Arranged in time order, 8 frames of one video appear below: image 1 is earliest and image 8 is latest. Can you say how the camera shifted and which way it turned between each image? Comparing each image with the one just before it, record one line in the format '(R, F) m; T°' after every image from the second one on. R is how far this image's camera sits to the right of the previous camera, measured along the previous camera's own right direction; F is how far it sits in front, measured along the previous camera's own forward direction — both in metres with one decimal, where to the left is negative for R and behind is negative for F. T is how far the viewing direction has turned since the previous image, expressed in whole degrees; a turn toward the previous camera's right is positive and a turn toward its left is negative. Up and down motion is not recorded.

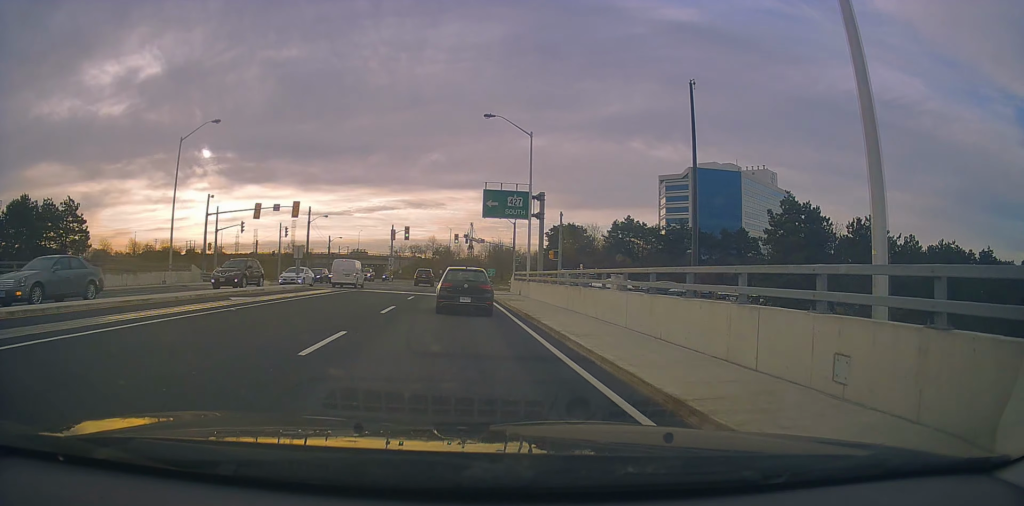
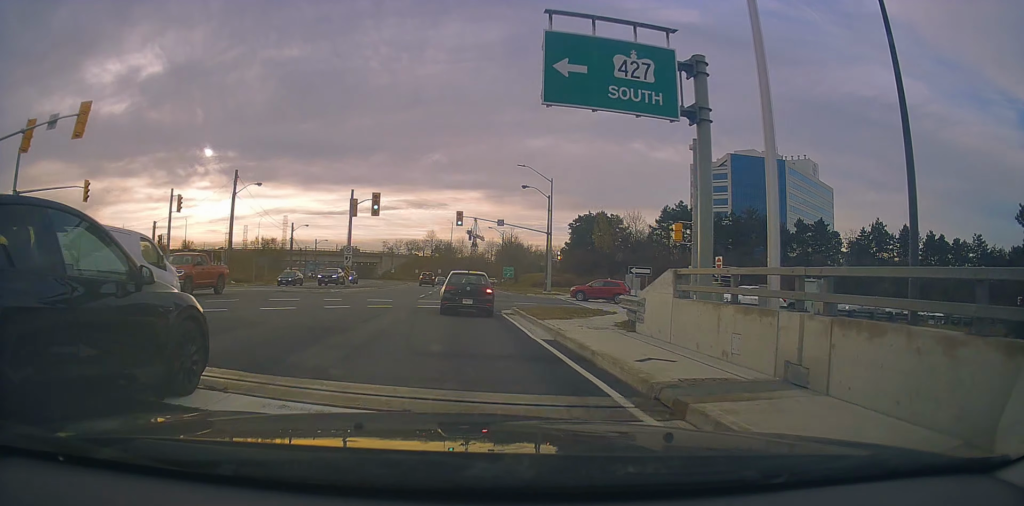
(-0.4, +28.0) m; -1°
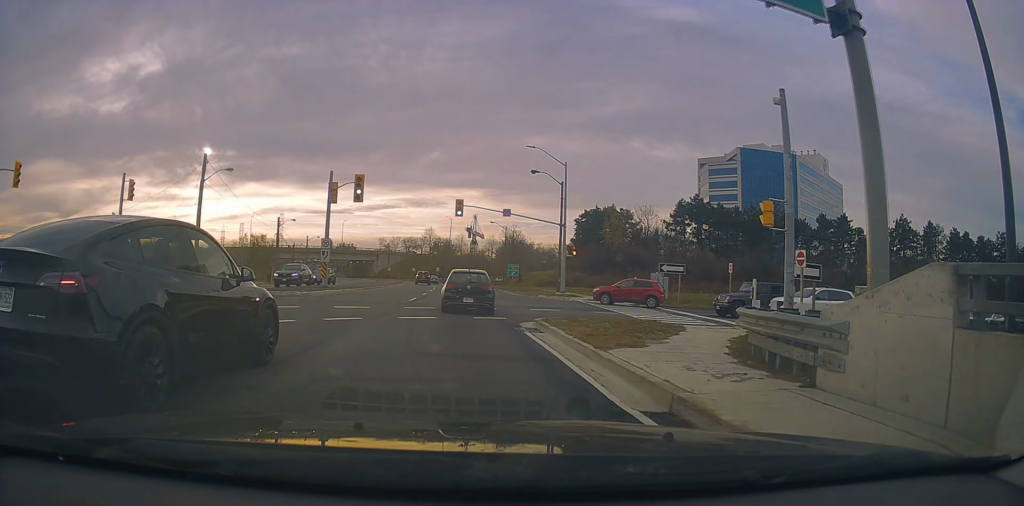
(-0.2, +6.4) m; 0°
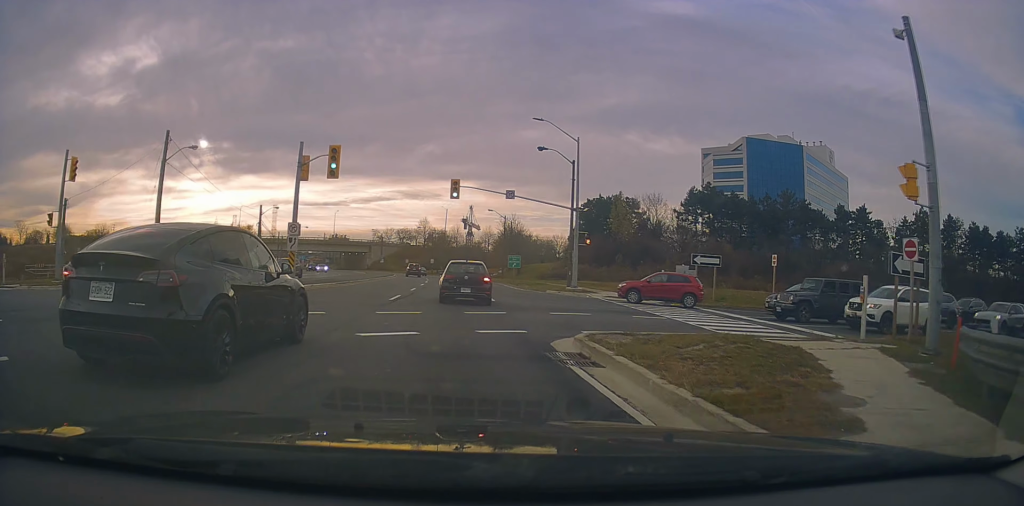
(+0.2, +5.8) m; +1°
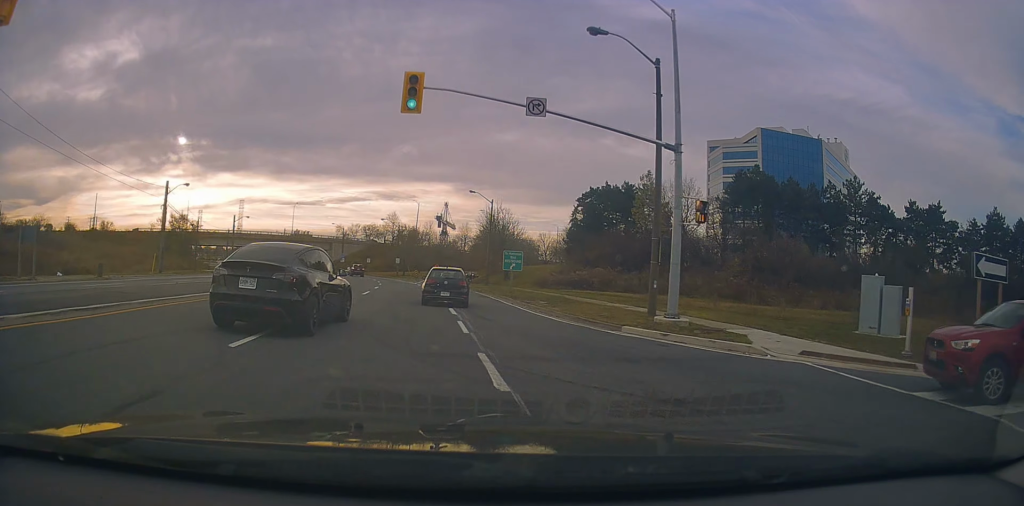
(+0.6, +21.5) m; +2°
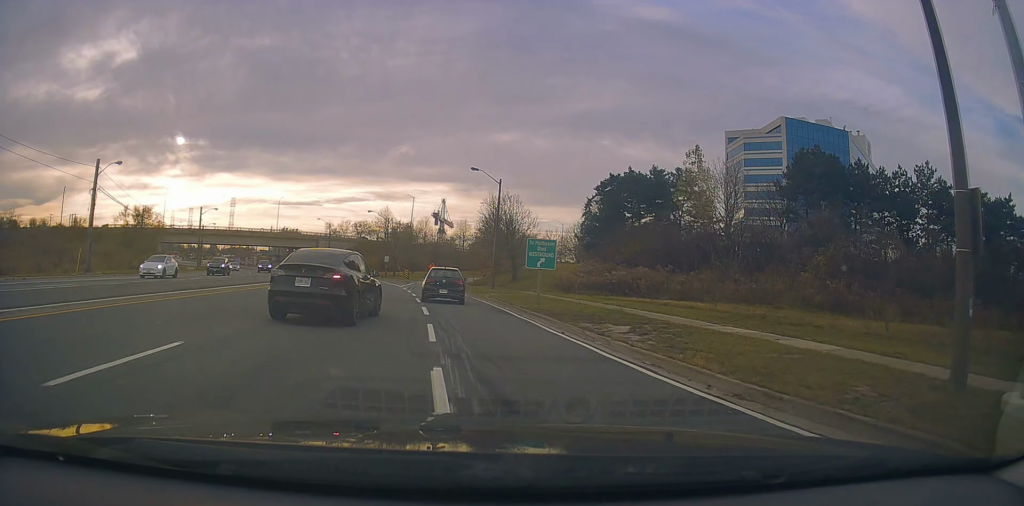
(0.0, +12.7) m; 0°
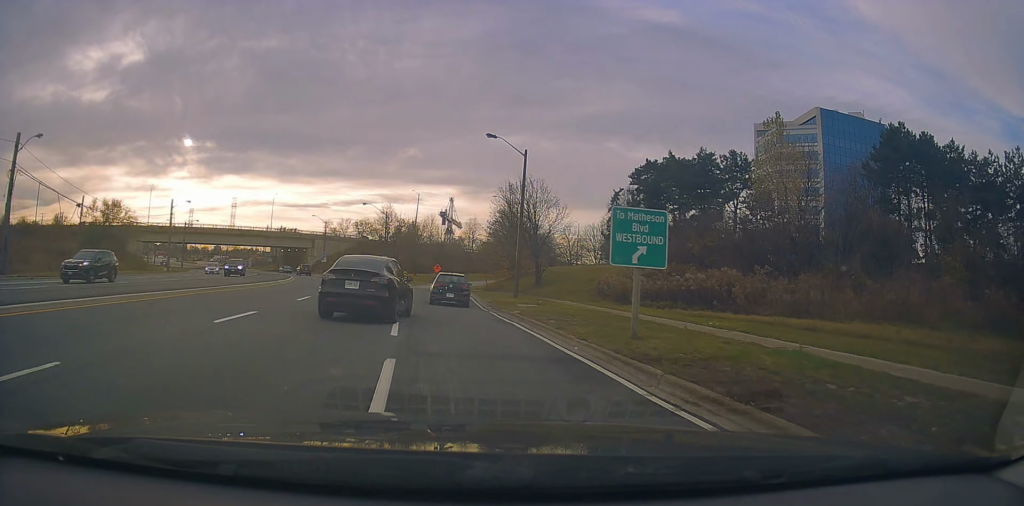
(0.0, +11.6) m; 0°
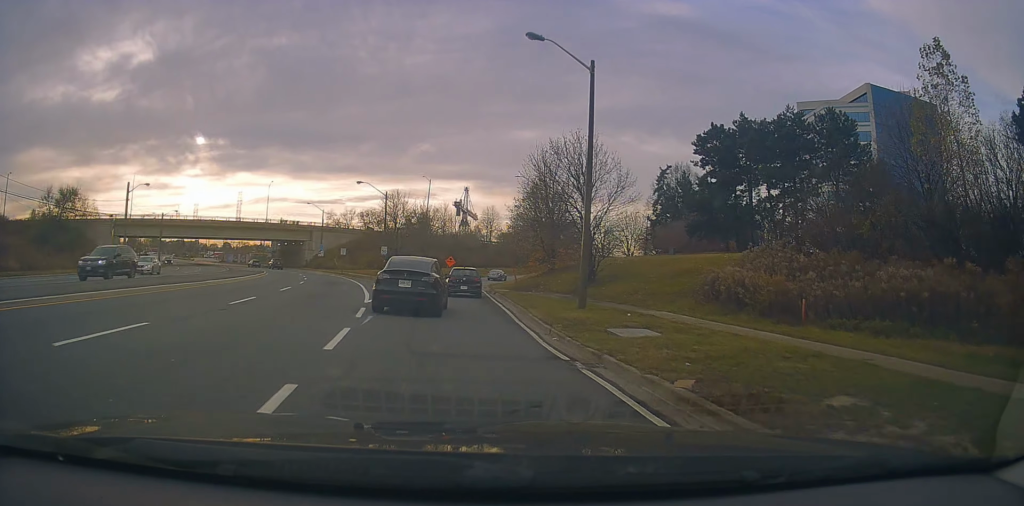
(0.0, +14.4) m; +2°
